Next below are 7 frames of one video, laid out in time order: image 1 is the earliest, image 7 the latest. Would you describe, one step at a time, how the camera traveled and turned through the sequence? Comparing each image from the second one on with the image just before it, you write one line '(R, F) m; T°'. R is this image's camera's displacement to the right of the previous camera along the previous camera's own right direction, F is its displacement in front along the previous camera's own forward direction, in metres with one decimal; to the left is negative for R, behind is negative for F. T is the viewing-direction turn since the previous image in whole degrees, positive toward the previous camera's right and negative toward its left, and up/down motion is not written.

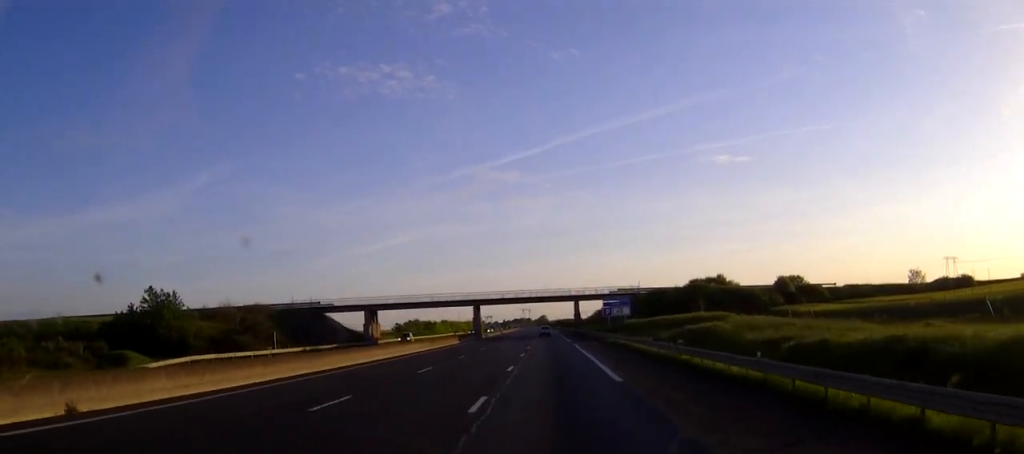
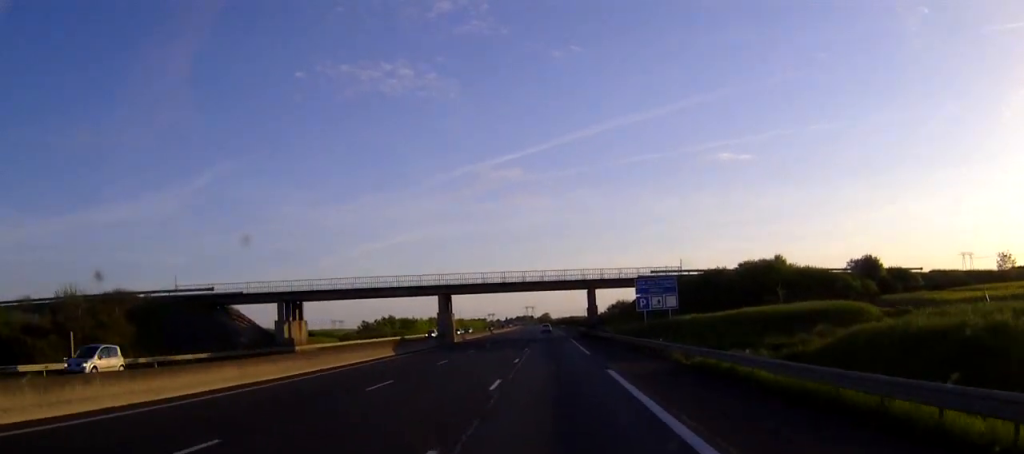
(-0.1, +34.4) m; 0°
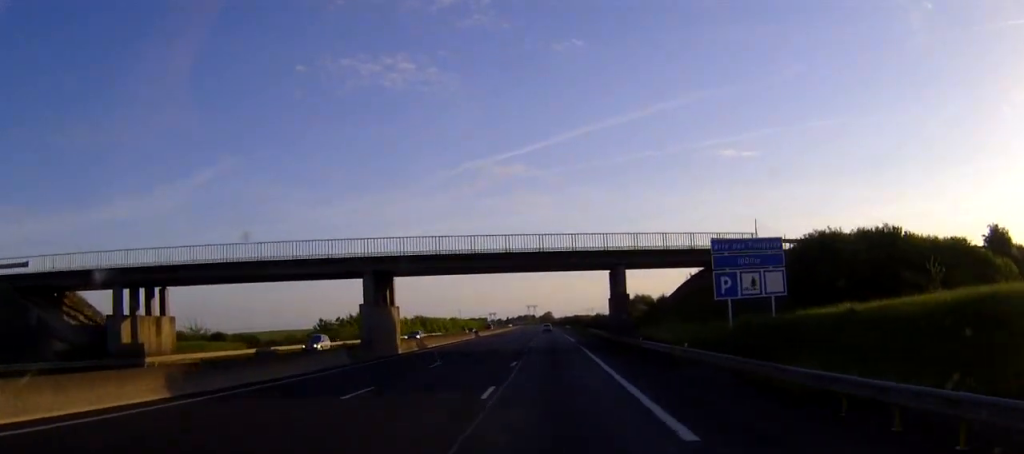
(0.0, +28.8) m; 0°
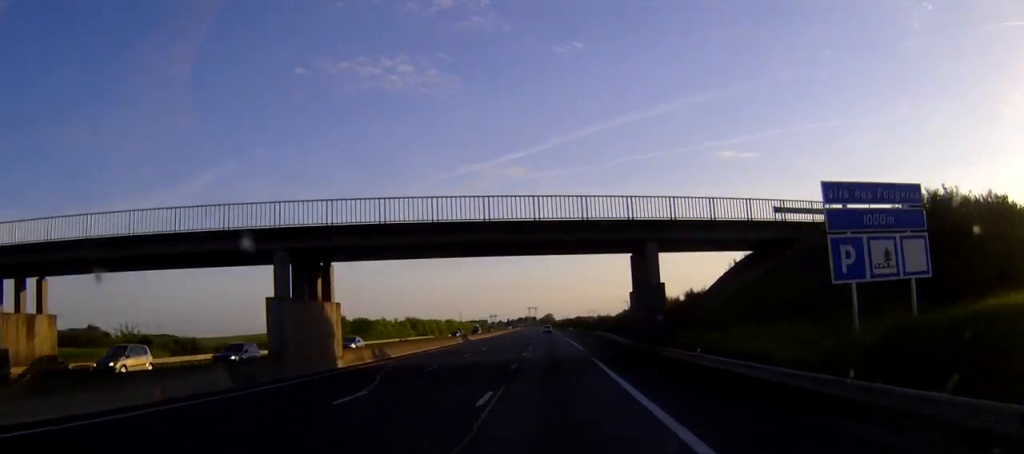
(0.0, +14.0) m; 0°
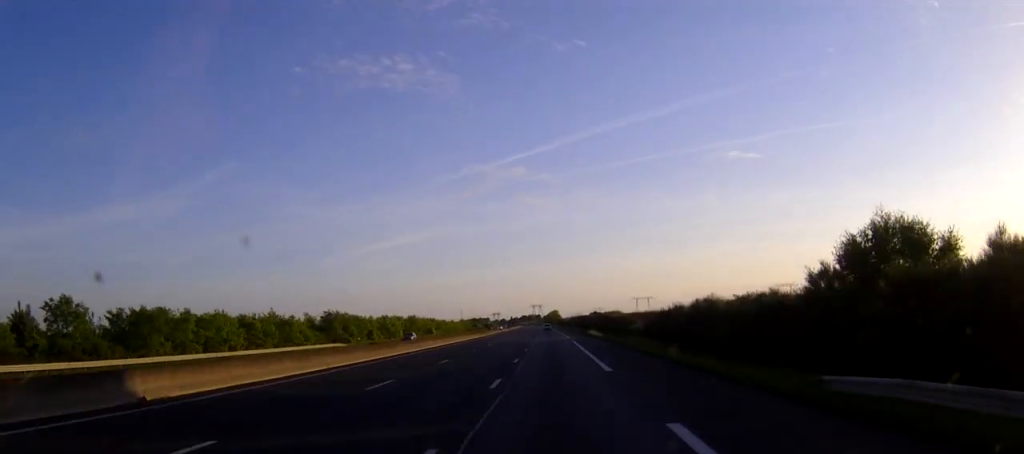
(-0.2, +75.8) m; -1°
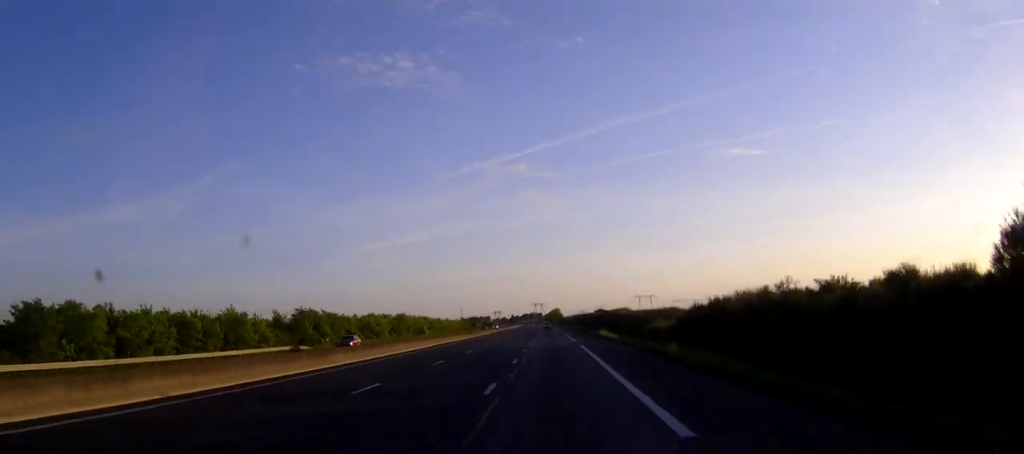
(0.0, +14.9) m; 0°
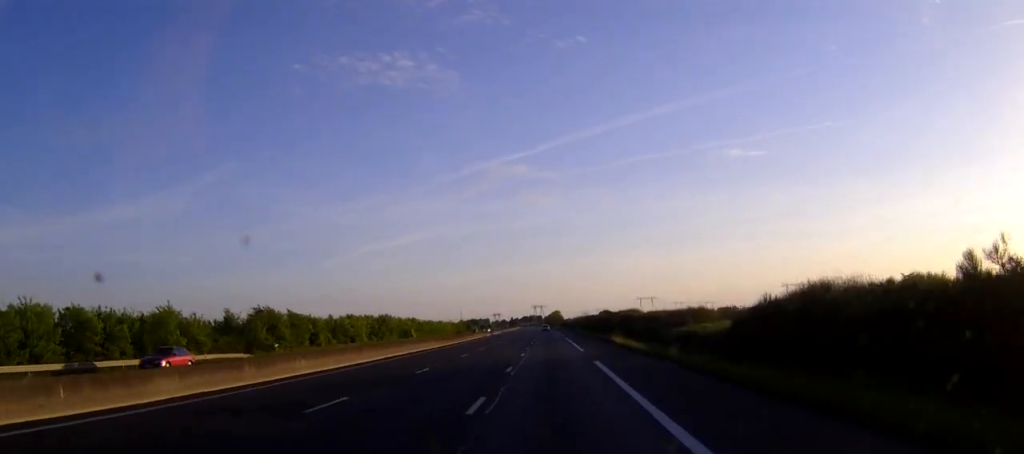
(-0.1, +16.7) m; 0°
